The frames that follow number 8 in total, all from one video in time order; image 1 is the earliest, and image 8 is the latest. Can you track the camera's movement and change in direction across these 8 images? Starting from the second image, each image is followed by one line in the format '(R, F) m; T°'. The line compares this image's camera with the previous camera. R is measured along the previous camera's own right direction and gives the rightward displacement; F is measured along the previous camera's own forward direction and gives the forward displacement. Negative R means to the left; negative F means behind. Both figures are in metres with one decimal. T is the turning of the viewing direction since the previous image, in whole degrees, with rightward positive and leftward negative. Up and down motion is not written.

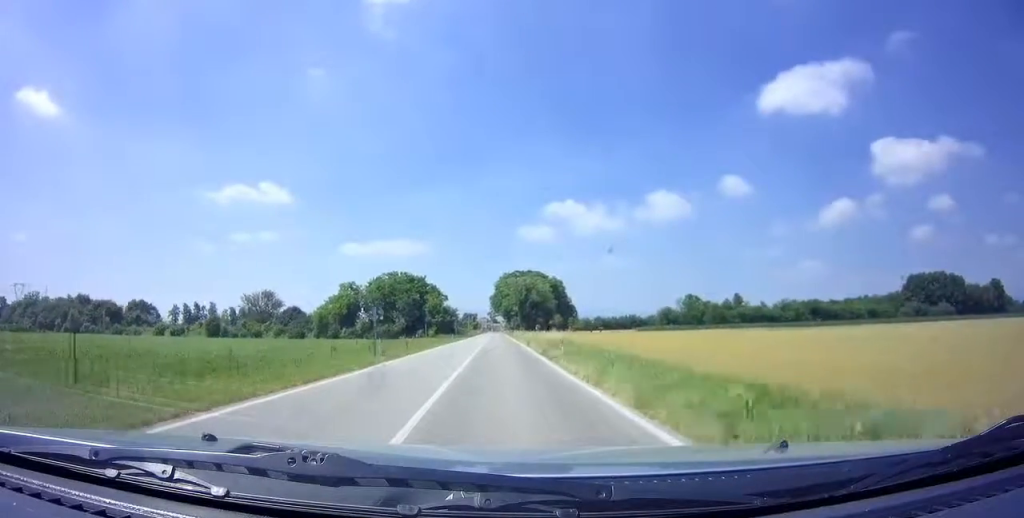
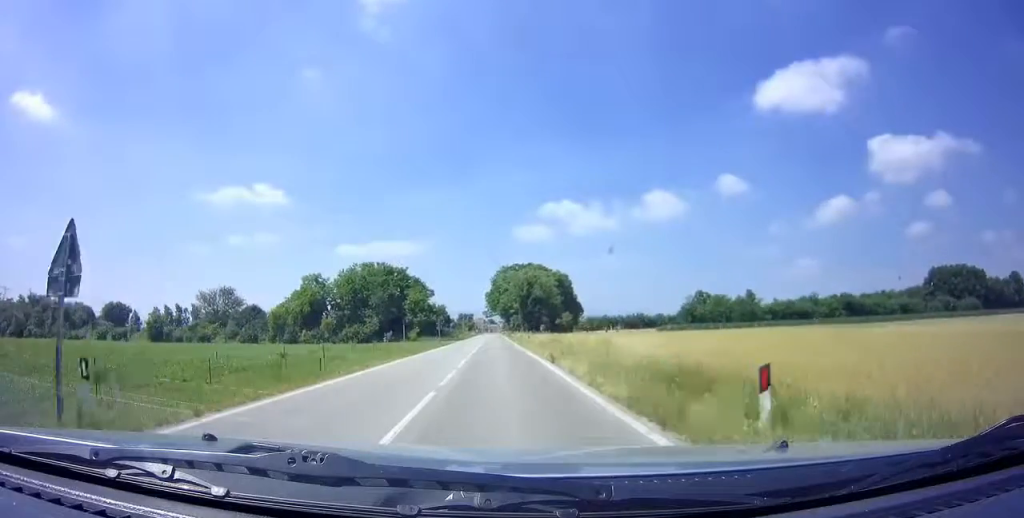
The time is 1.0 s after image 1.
(0.0, +17.9) m; +1°
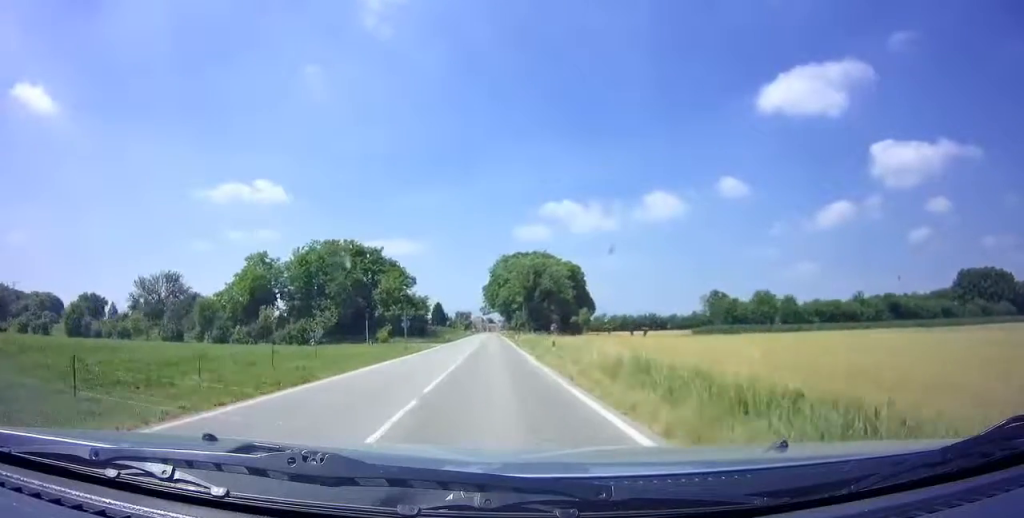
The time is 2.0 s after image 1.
(+0.3, +18.4) m; 0°
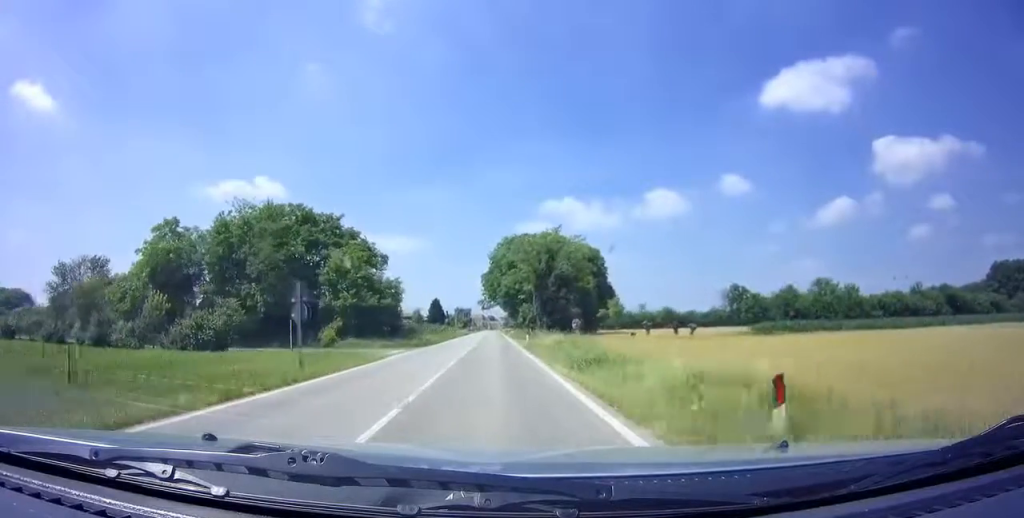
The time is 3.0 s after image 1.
(-0.2, +18.3) m; -1°
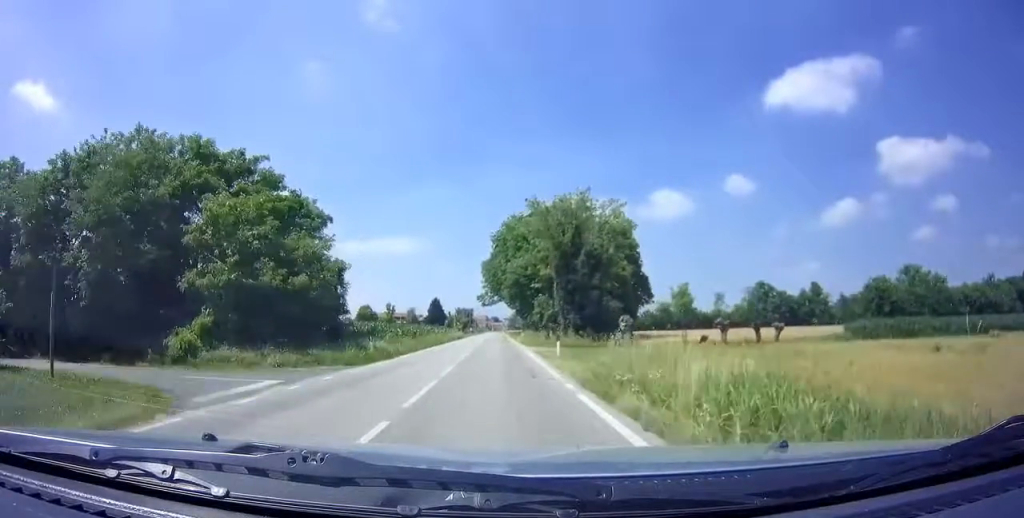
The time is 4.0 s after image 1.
(-0.1, +18.8) m; 0°
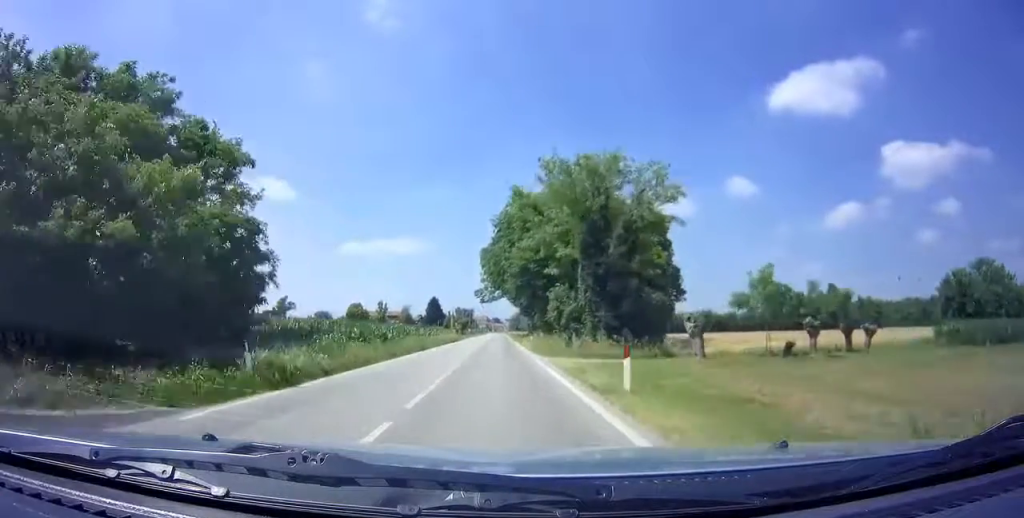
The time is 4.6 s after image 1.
(0.0, +11.1) m; 0°
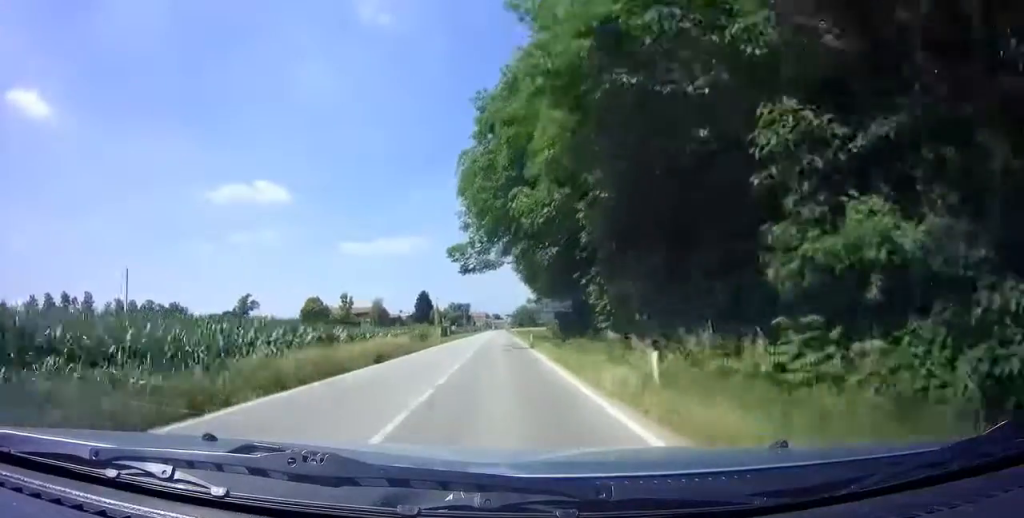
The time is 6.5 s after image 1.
(0.0, +30.5) m; 0°
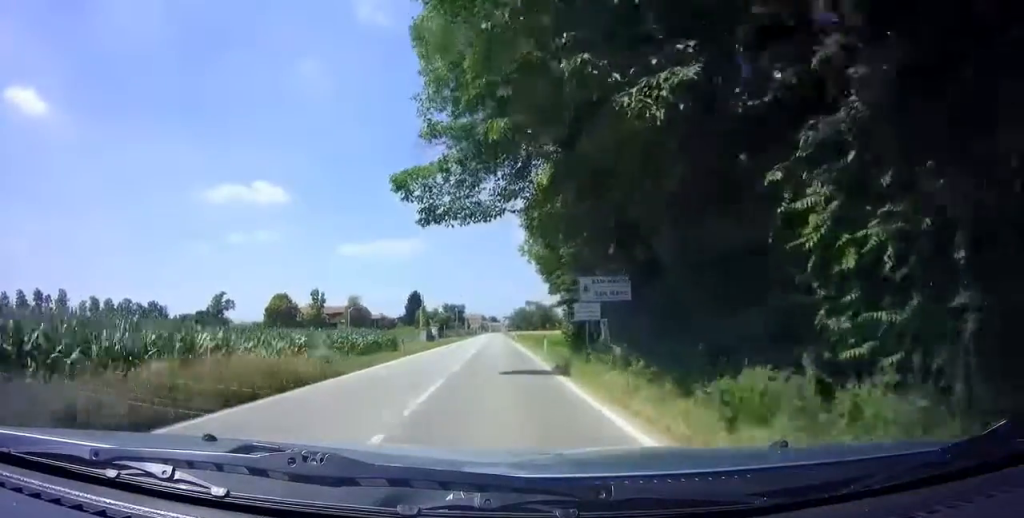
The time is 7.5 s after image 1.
(+0.1, +16.3) m; 0°
